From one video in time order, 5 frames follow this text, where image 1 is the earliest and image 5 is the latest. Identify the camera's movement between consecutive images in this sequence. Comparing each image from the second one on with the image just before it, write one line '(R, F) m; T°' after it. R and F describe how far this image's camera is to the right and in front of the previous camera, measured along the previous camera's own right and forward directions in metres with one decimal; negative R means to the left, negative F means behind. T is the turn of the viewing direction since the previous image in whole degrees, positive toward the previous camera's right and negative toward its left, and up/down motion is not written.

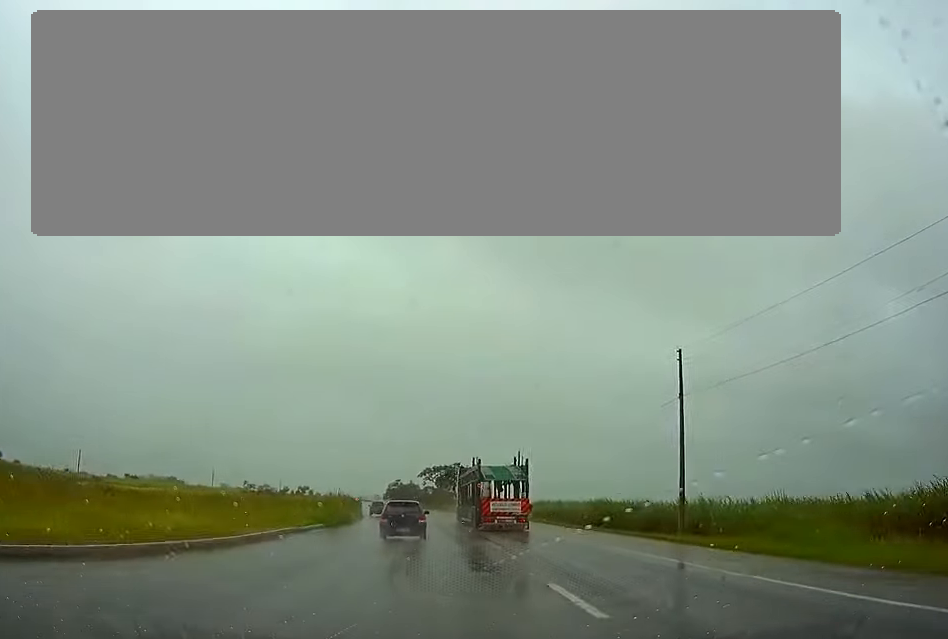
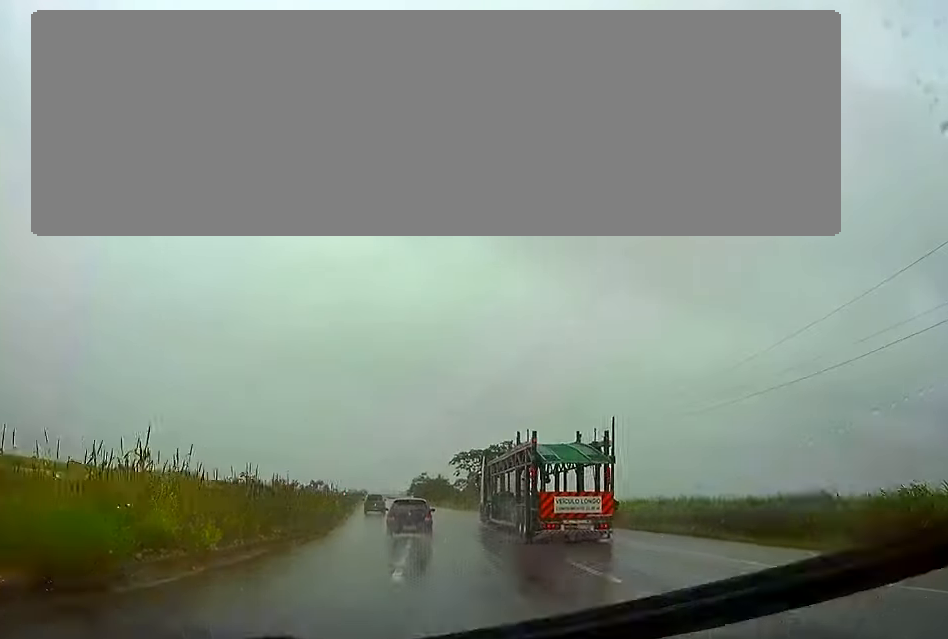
(-1.2, +43.8) m; -2°
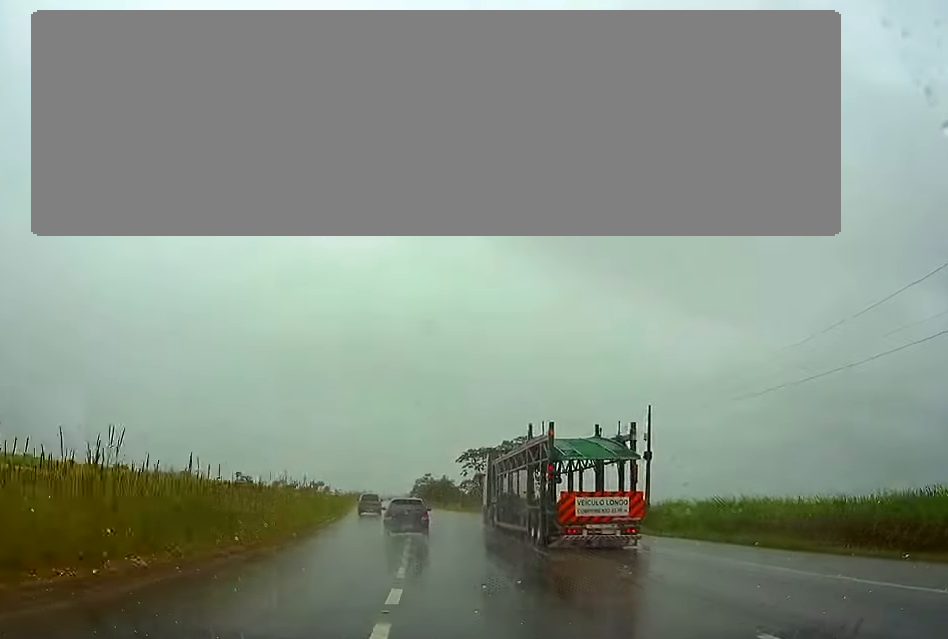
(0.0, +10.4) m; 0°
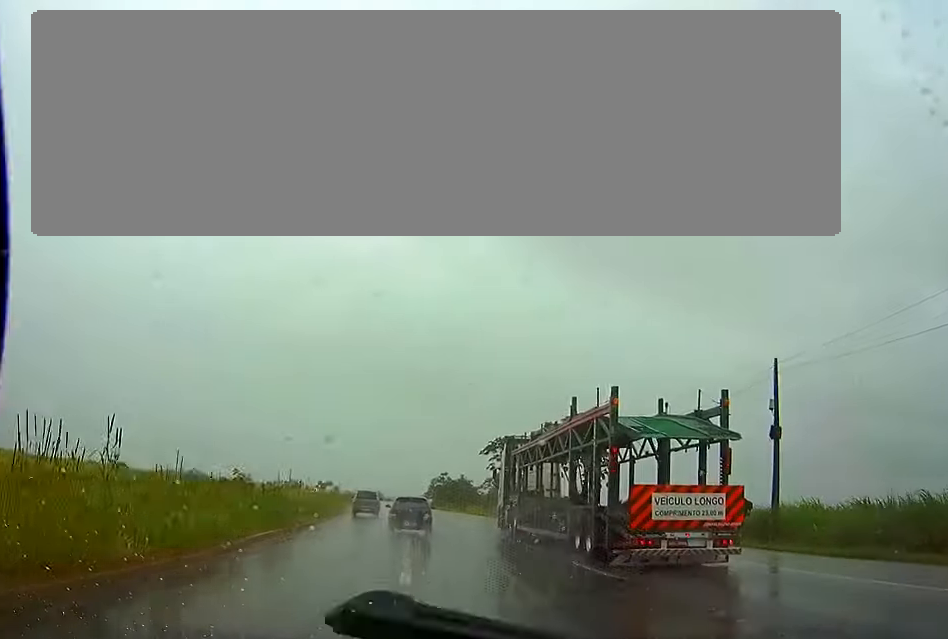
(0.0, +20.8) m; -1°
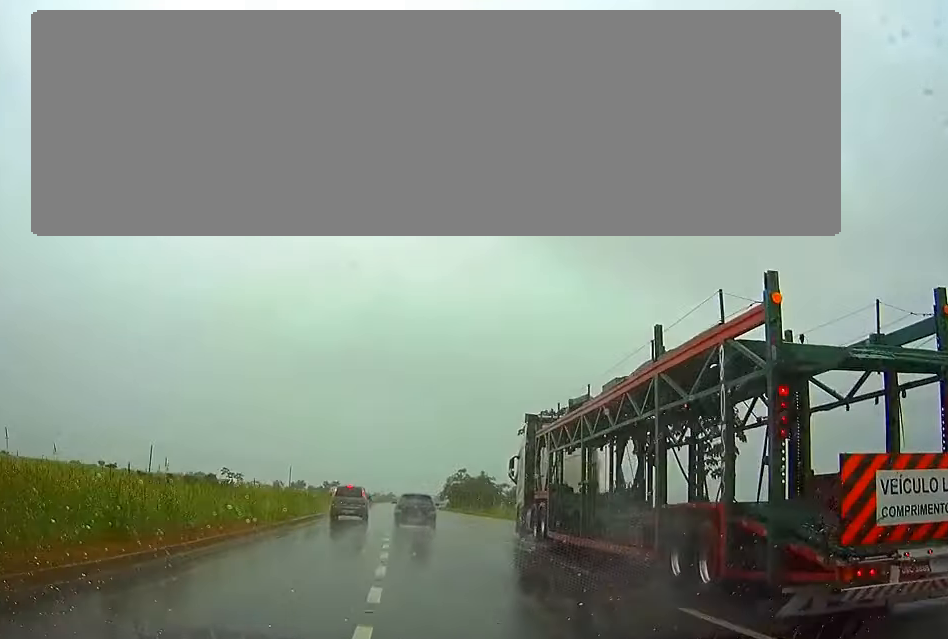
(-0.4, +24.6) m; -2°
